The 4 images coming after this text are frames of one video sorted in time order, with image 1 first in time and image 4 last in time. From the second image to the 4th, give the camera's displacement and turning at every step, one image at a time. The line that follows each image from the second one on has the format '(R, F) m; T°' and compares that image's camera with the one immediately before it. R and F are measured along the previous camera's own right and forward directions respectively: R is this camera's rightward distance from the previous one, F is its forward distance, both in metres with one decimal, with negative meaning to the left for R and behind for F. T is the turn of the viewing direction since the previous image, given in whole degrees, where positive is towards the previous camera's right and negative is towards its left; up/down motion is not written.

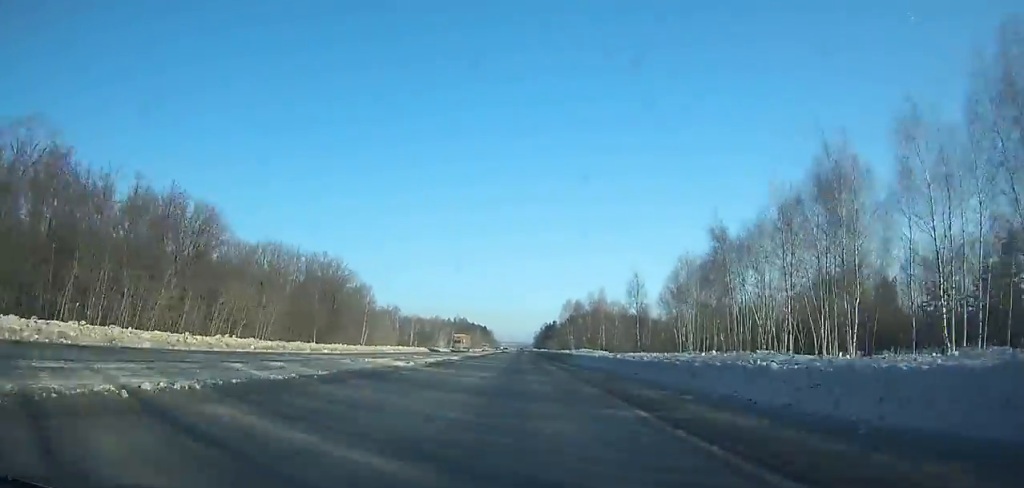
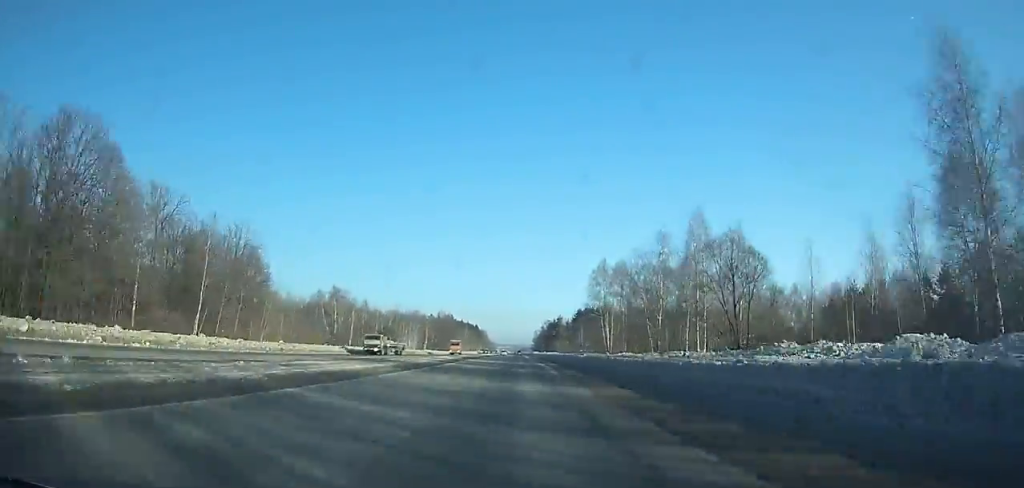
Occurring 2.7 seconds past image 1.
(+0.2, +72.8) m; 0°
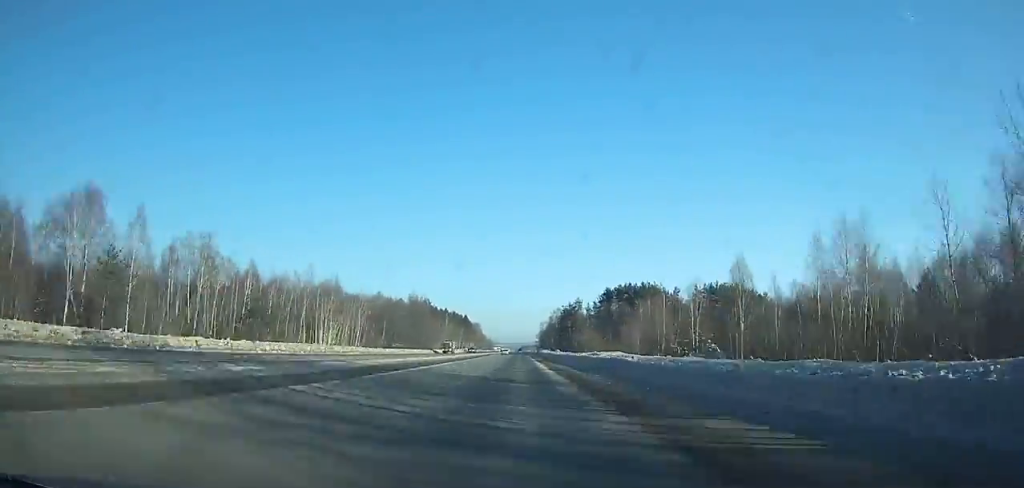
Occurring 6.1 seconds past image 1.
(0.0, +91.8) m; 0°
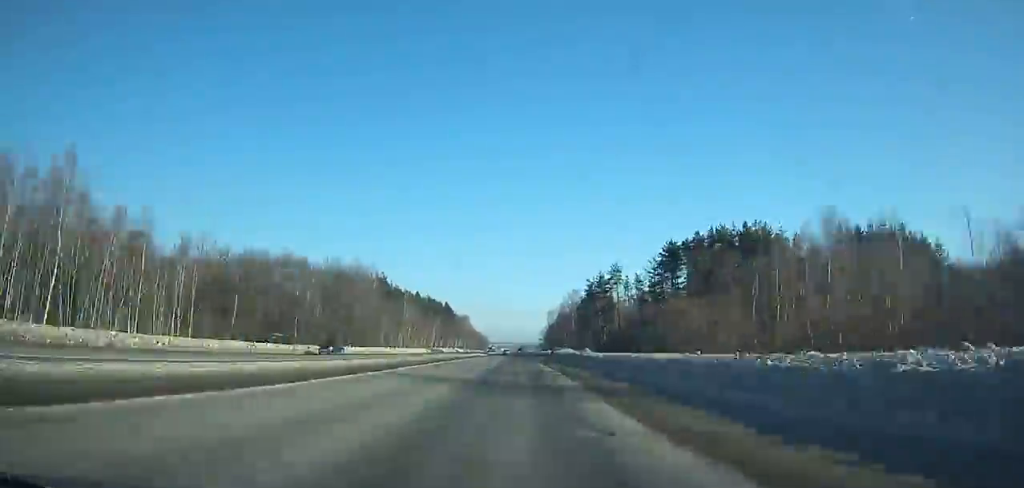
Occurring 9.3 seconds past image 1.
(+0.2, +86.3) m; 0°
